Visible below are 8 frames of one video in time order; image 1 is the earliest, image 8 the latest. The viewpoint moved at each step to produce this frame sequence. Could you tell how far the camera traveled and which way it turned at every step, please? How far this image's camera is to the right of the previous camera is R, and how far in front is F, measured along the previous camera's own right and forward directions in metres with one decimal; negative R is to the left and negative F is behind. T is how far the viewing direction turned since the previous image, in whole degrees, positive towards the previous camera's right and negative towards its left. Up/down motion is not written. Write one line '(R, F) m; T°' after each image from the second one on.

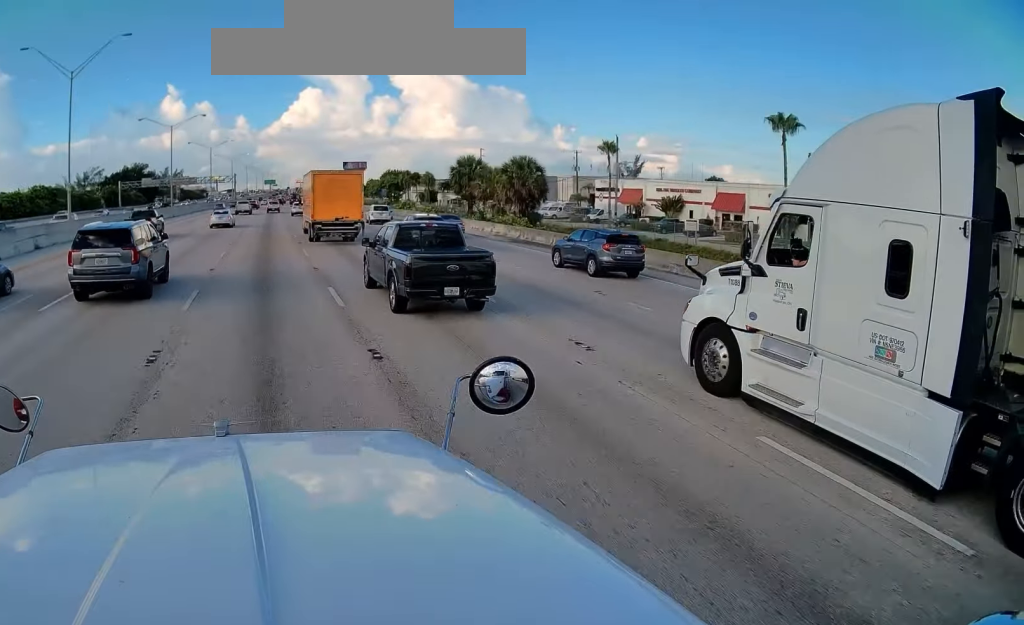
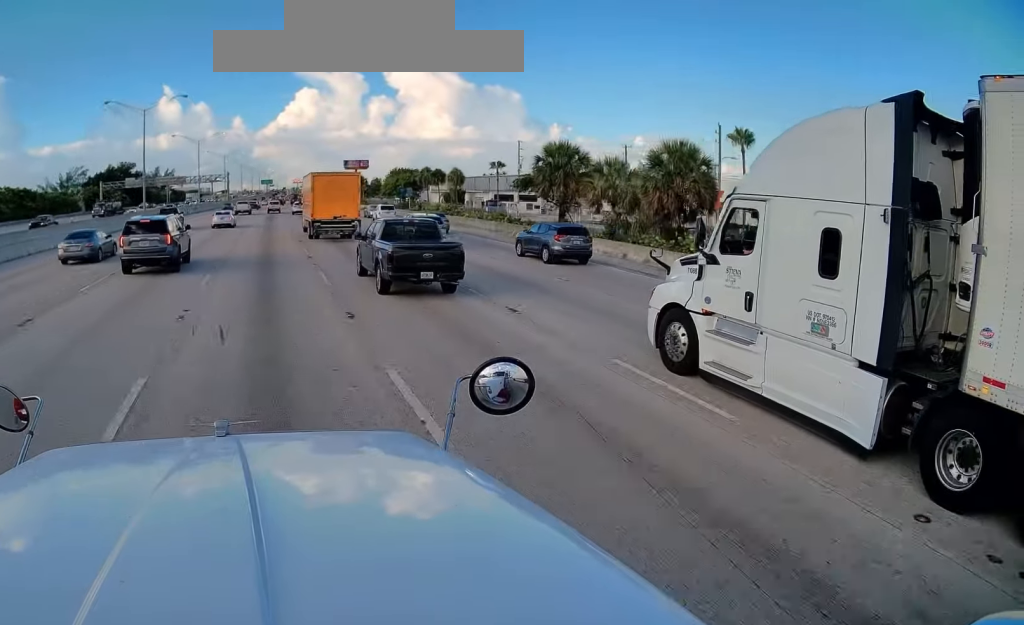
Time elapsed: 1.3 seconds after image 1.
(+0.2, +20.1) m; +1°
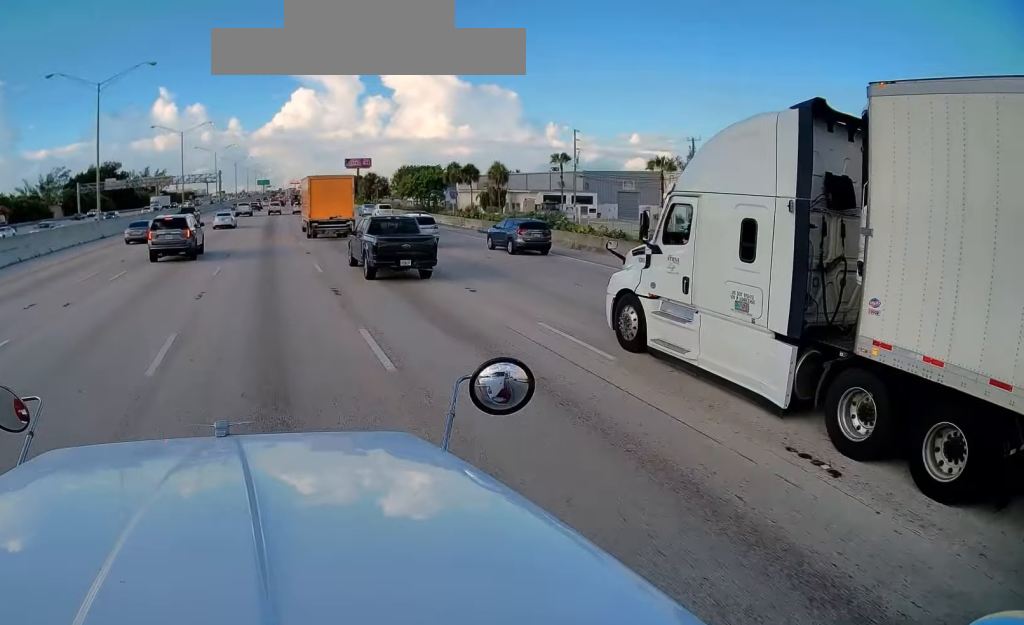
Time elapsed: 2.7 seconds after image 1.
(+0.6, +21.1) m; +1°
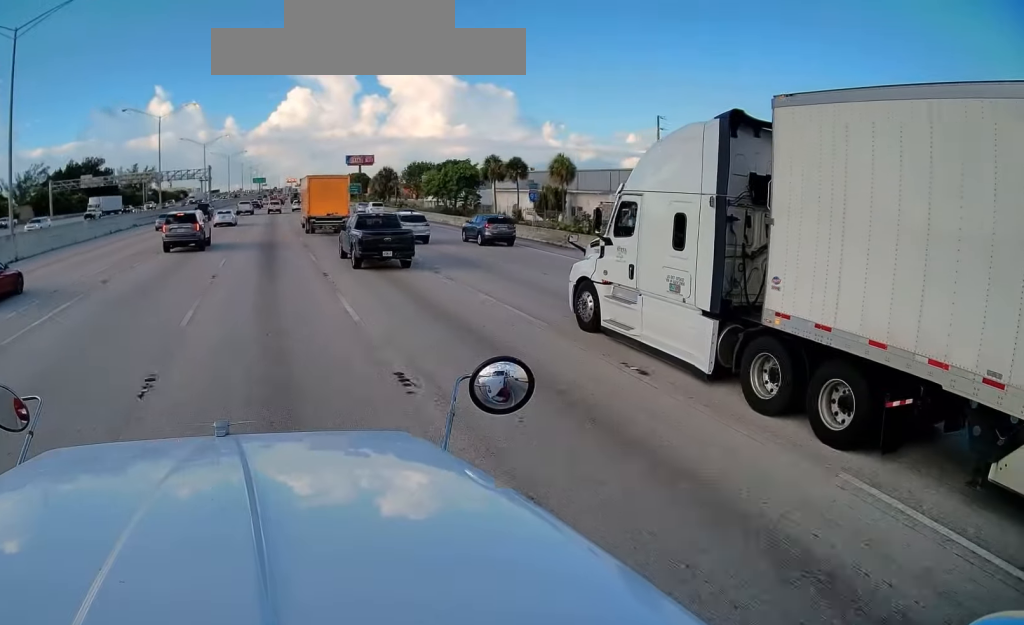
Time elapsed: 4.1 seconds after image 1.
(-0.9, +20.5) m; -2°
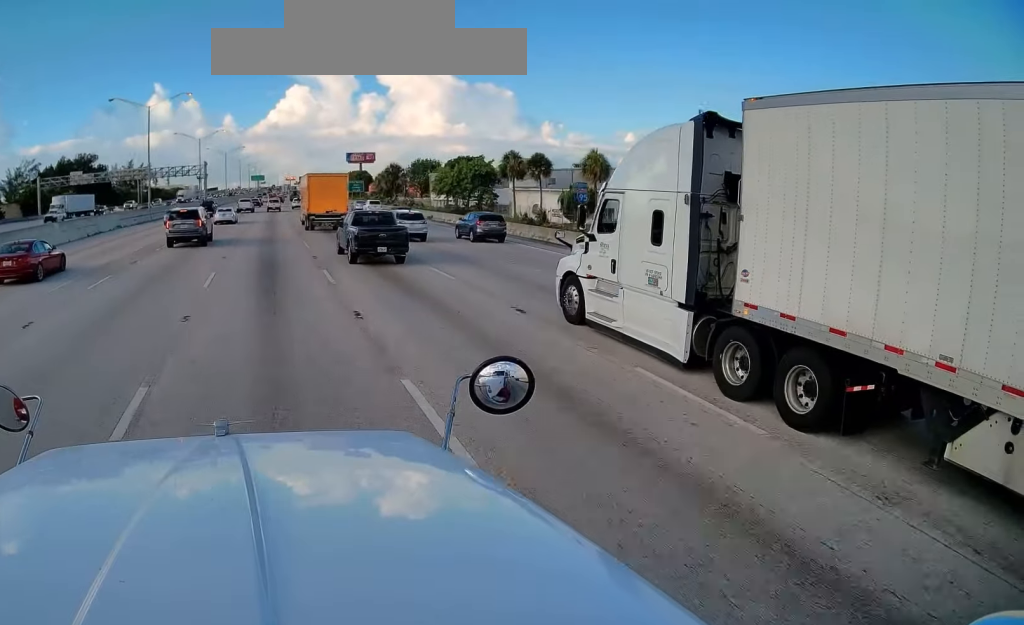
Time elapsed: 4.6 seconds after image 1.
(-0.1, +7.5) m; +1°
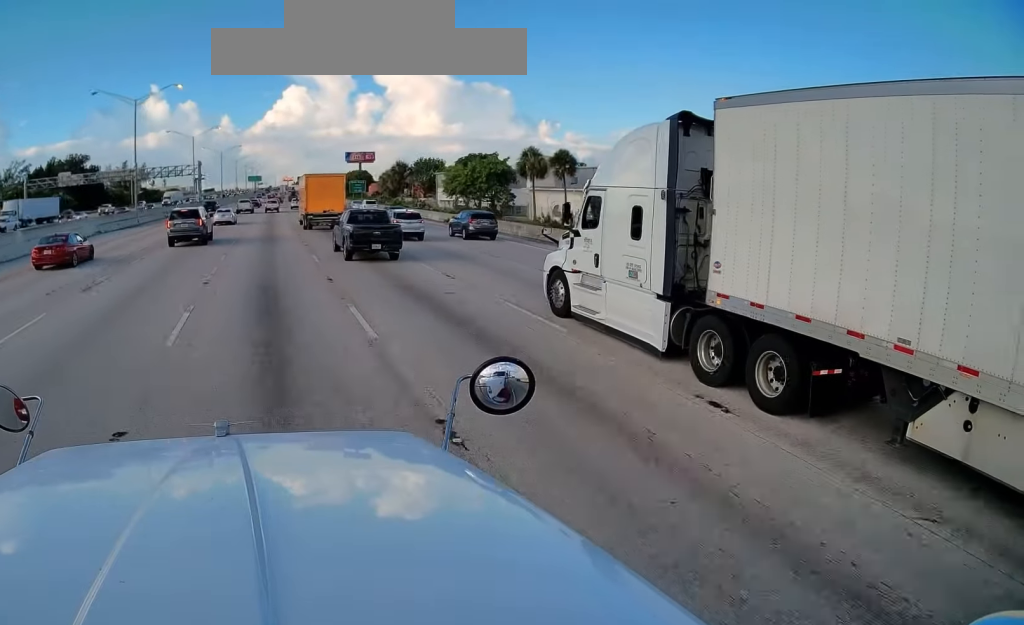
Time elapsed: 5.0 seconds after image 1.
(+0.1, +7.0) m; +1°
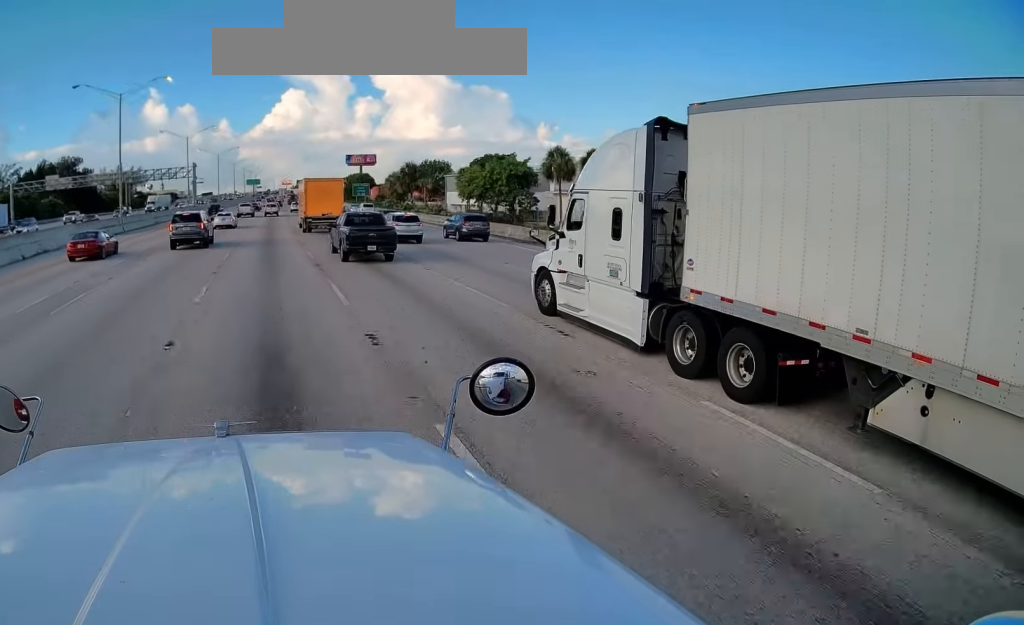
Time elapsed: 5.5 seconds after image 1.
(+0.2, +7.5) m; +1°
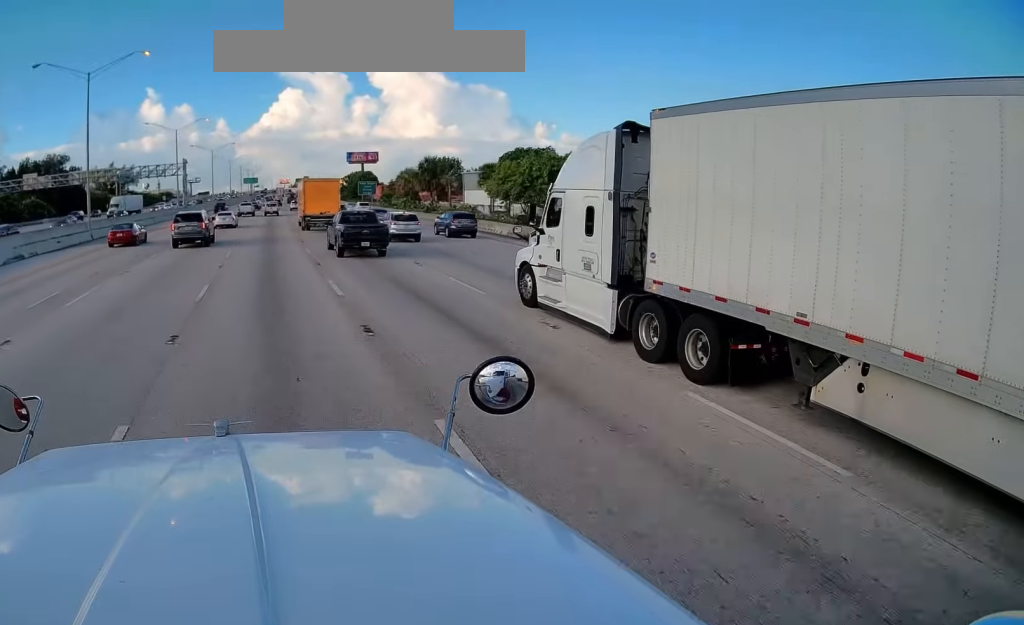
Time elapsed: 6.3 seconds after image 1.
(+0.1, +11.8) m; 0°
